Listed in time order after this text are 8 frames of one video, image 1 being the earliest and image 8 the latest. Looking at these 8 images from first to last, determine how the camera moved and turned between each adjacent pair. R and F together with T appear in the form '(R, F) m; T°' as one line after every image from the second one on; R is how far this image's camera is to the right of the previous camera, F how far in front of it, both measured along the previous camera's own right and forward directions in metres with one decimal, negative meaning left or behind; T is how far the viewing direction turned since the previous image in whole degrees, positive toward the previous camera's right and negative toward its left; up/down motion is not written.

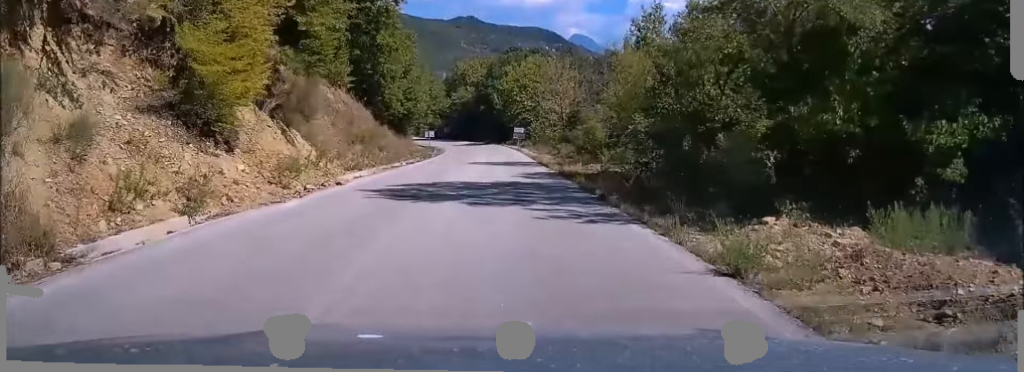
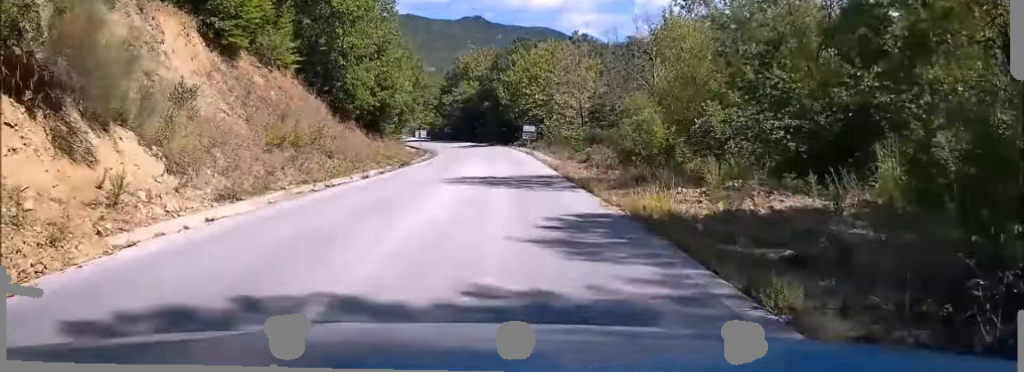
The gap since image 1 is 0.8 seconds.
(0.0, +14.6) m; -2°
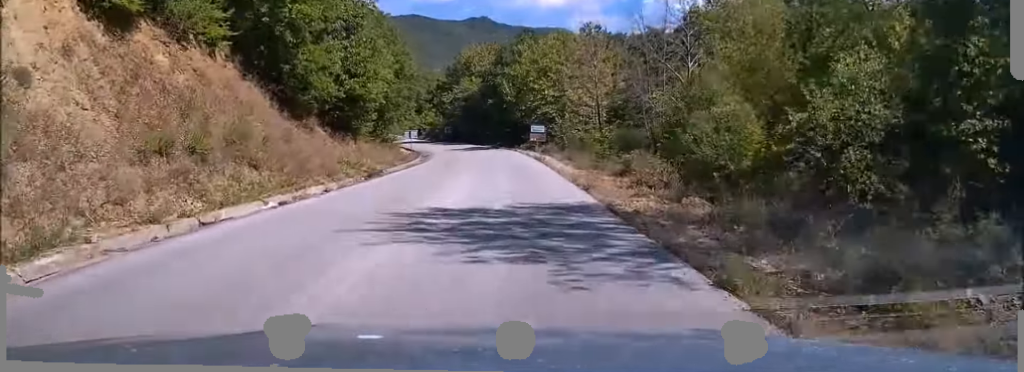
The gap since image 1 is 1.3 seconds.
(-0.3, +10.0) m; -1°
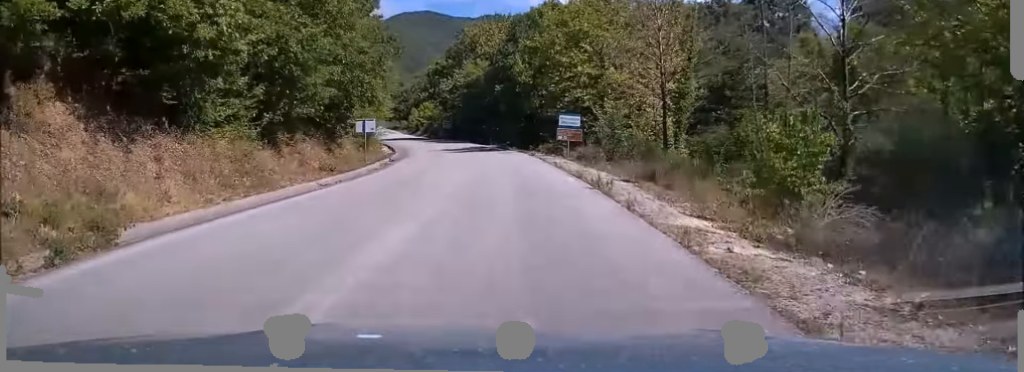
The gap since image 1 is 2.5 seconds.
(-0.3, +22.2) m; -2°
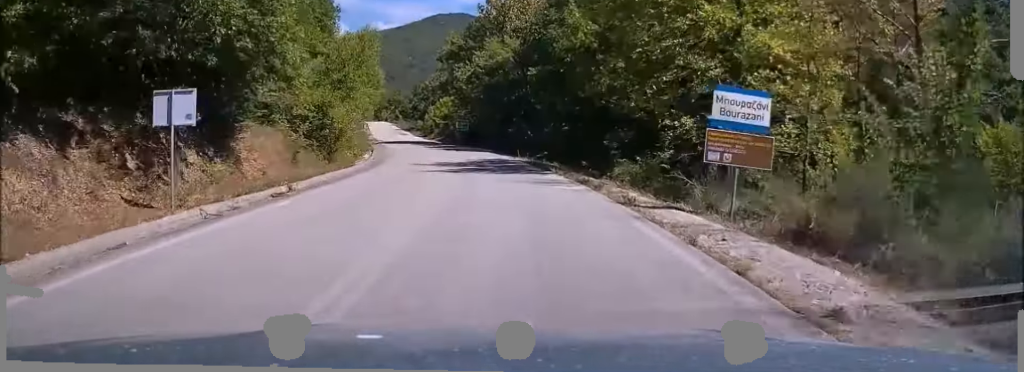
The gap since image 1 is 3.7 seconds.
(-0.8, +23.8) m; -4°
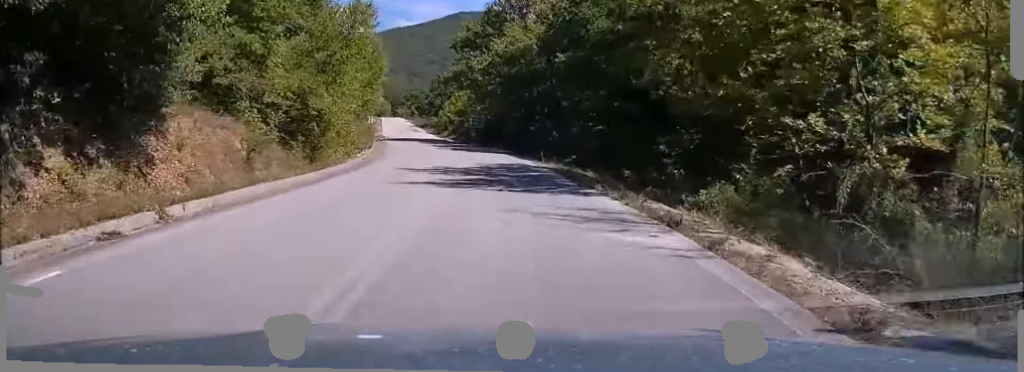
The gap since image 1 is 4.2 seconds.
(-0.1, +8.5) m; -1°
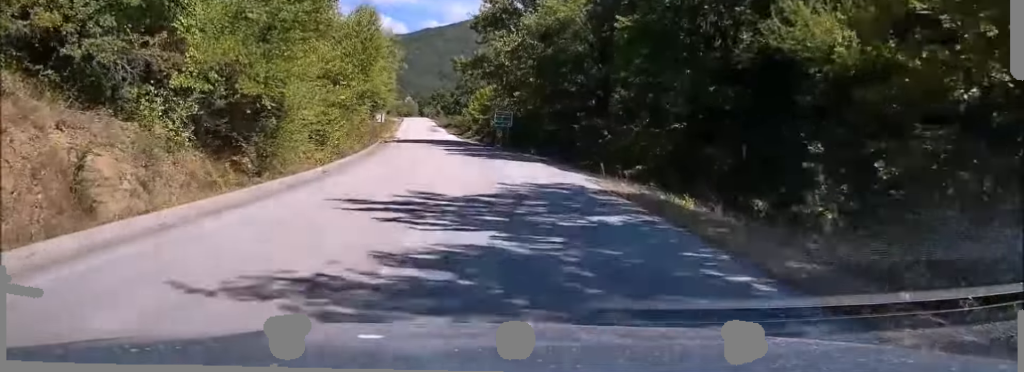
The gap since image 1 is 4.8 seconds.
(-0.1, +12.5) m; -2°
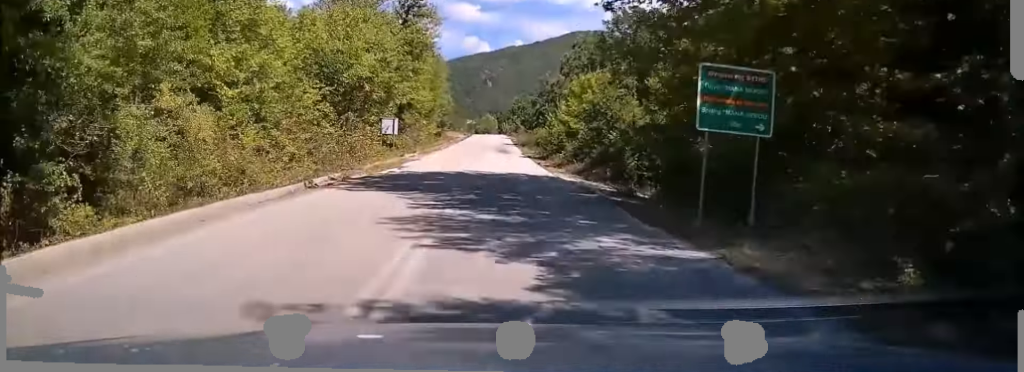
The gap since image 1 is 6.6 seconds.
(-2.9, +37.8) m; -7°
